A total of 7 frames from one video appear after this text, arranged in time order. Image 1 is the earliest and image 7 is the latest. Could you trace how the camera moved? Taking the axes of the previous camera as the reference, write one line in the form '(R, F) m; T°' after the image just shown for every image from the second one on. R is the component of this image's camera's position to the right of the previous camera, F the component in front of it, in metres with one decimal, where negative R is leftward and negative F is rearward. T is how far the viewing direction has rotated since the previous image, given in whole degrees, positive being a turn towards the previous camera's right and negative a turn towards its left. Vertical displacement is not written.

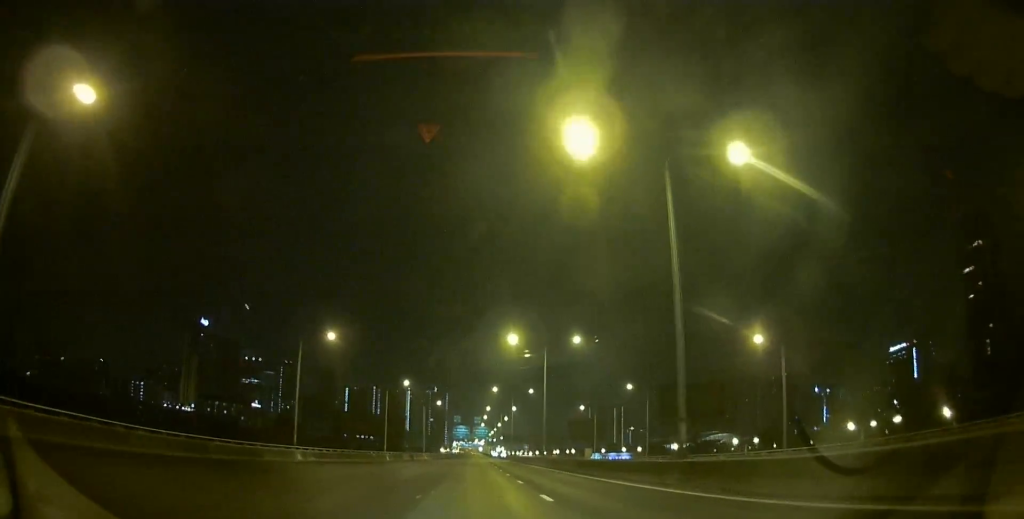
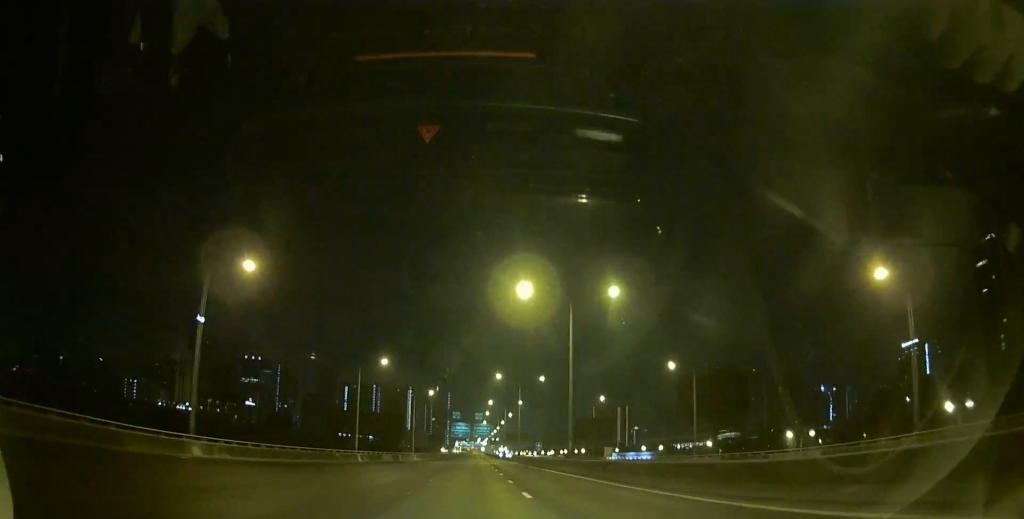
(0.0, +16.6) m; 0°
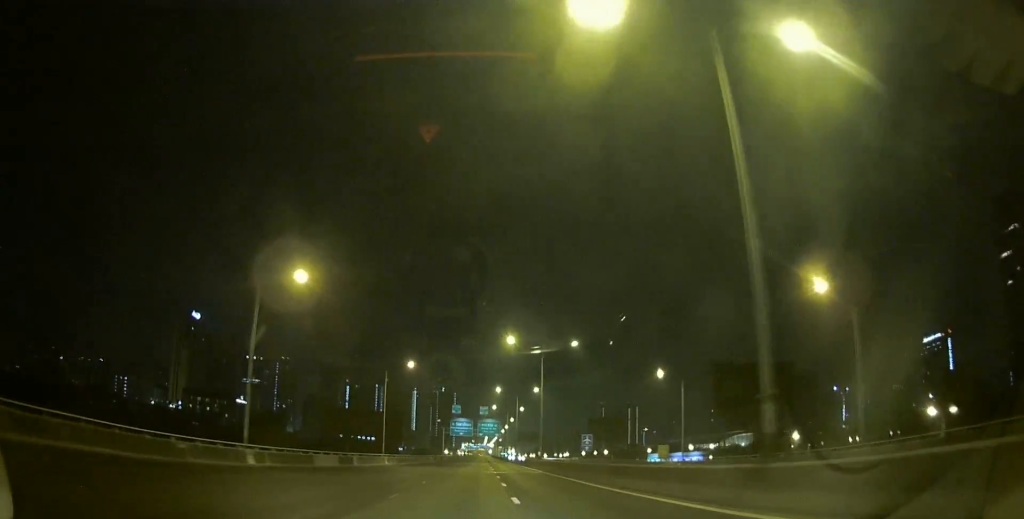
(-0.1, +27.6) m; -1°
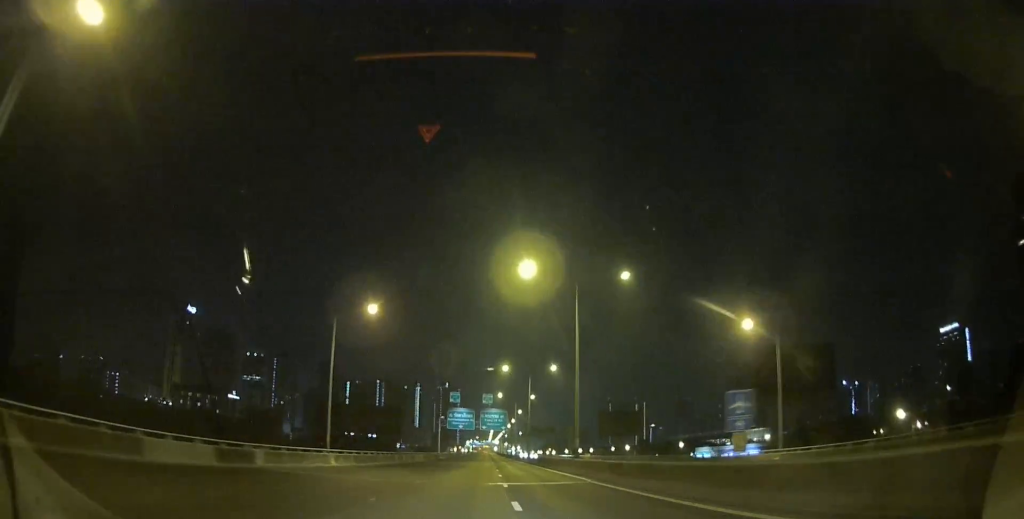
(-0.1, +20.3) m; -1°
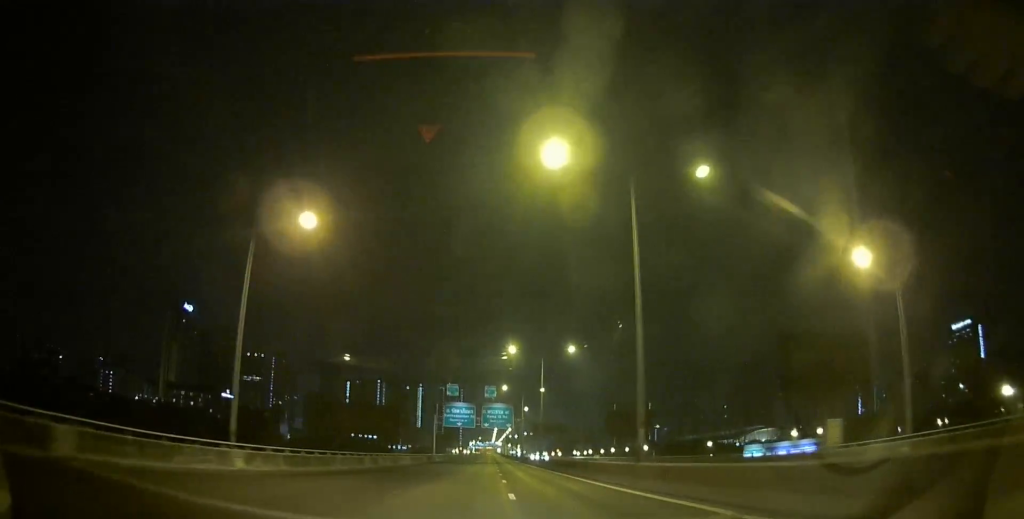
(0.0, +14.6) m; 0°
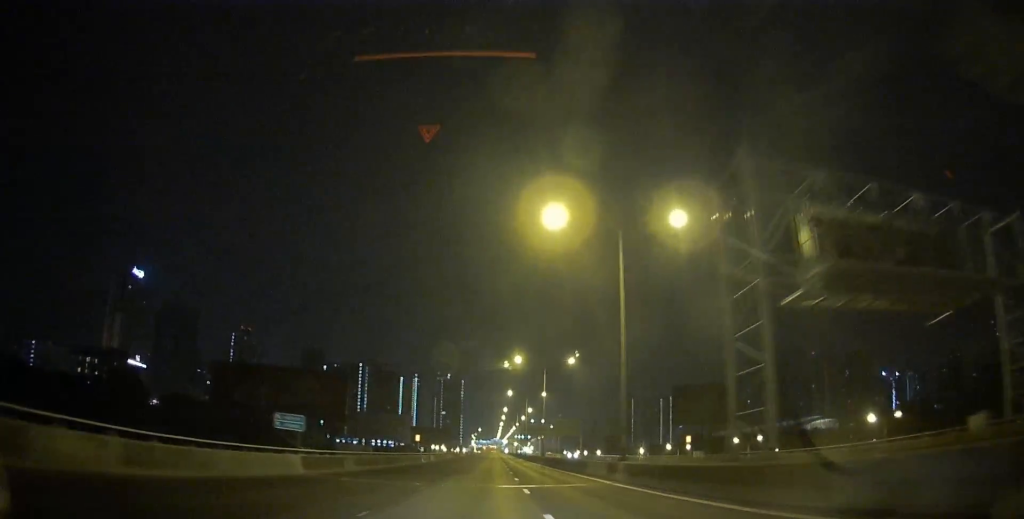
(-0.7, +112.3) m; -1°
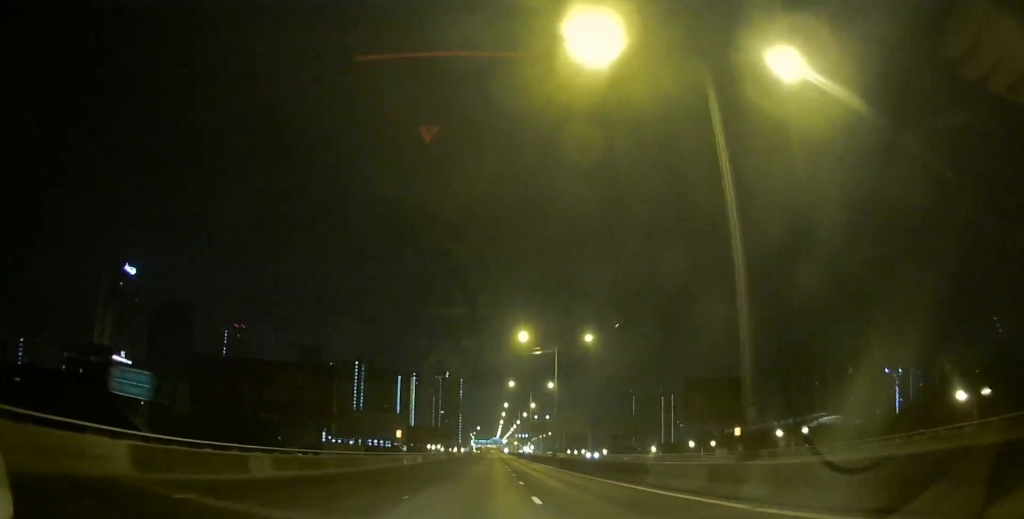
(+0.1, +13.2) m; 0°
